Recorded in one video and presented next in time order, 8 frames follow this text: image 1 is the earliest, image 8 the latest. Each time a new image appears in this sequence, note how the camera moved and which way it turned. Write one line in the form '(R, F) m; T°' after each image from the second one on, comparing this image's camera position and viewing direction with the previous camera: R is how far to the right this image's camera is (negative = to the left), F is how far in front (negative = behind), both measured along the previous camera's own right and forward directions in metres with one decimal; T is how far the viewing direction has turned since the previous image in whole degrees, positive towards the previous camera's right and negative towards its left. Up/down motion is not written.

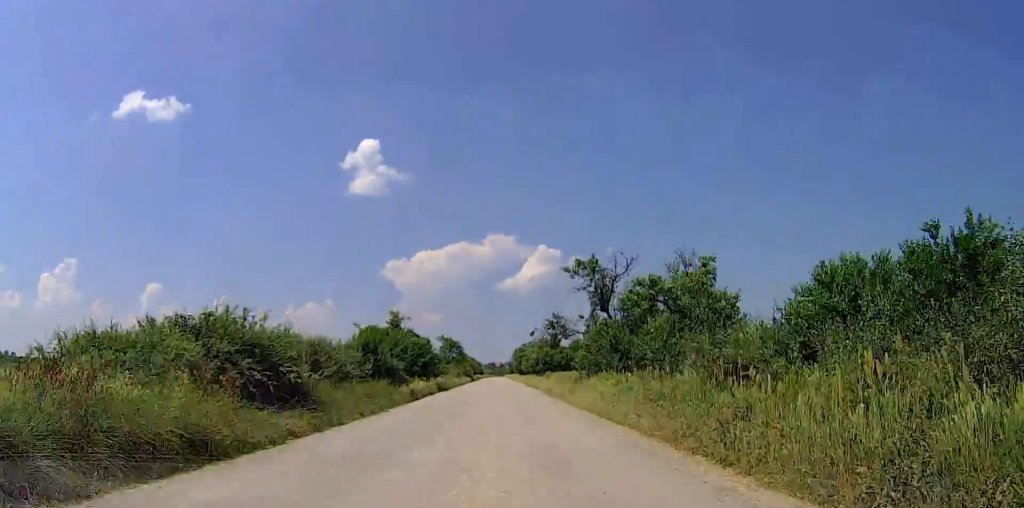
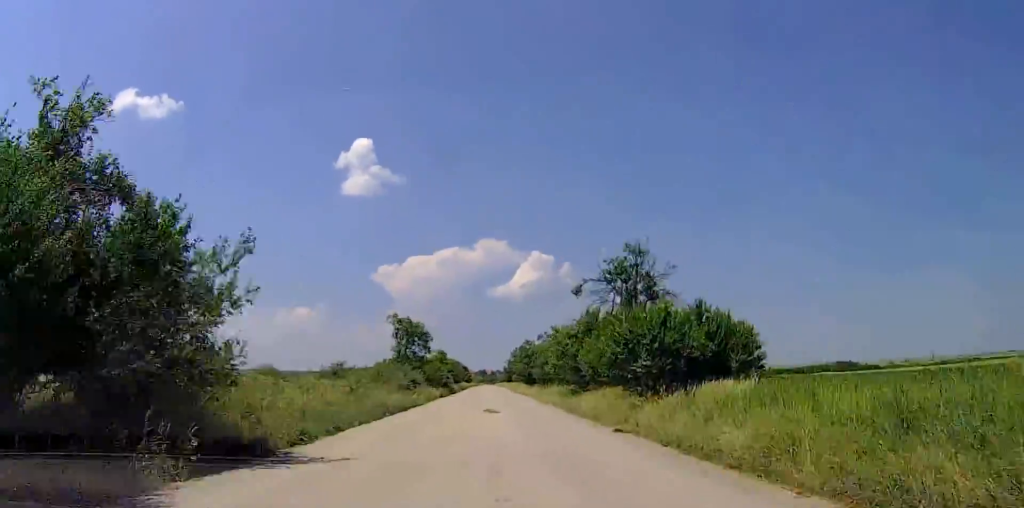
(+0.3, +52.8) m; 0°
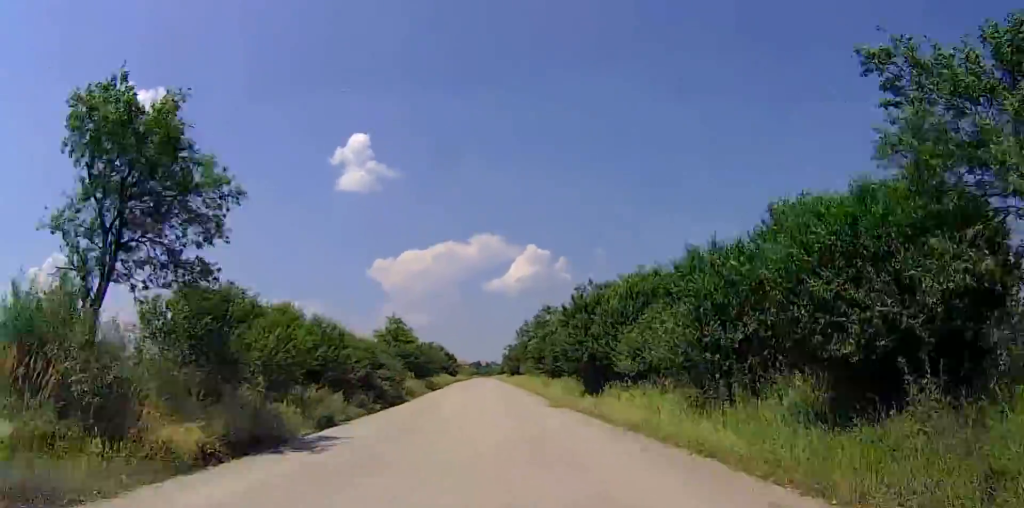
(-0.3, +63.0) m; -1°
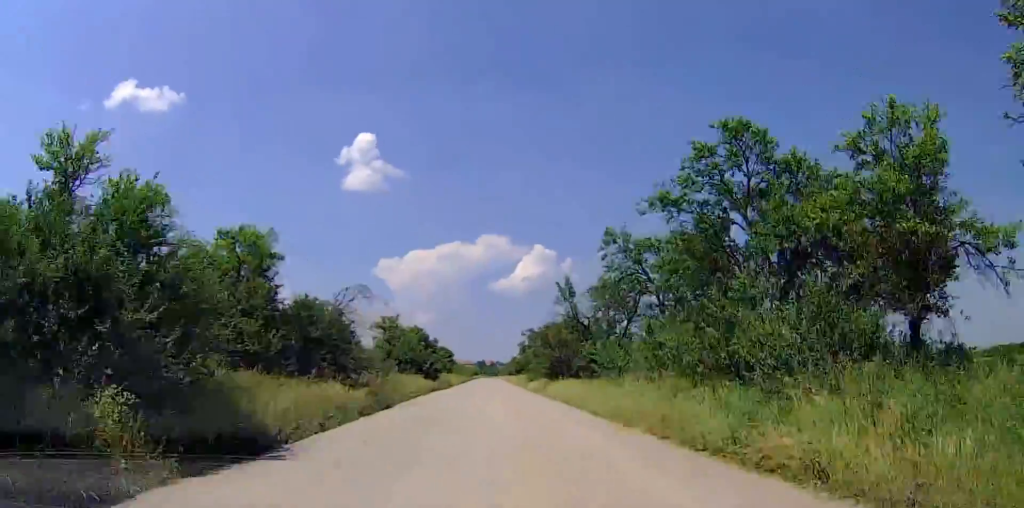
(-0.3, +37.2) m; 0°
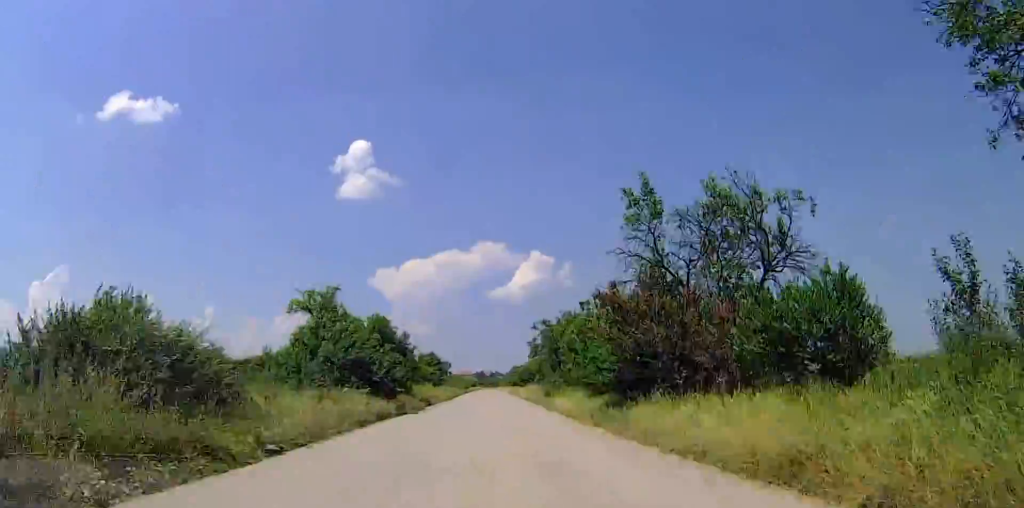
(0.0, +18.5) m; +1°
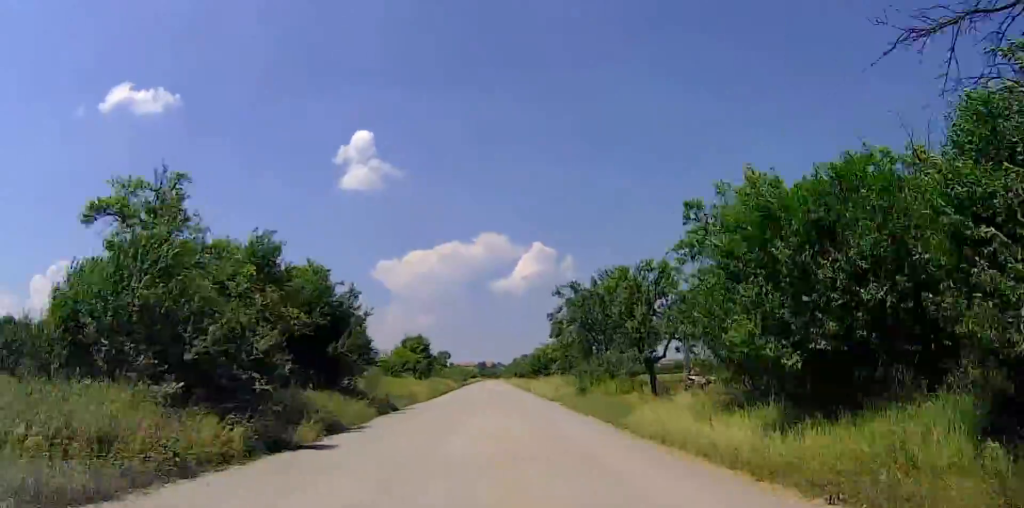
(+0.1, +16.5) m; 0°
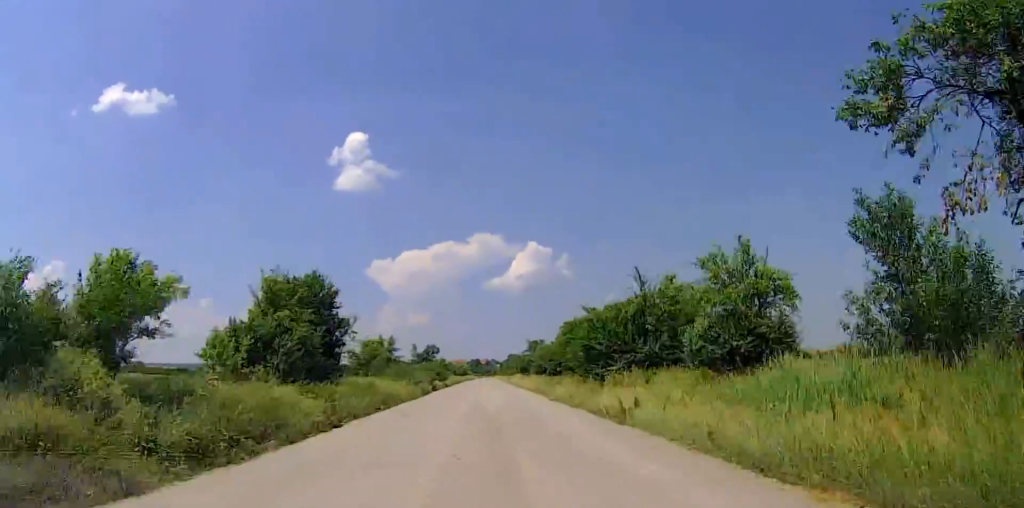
(+0.4, +37.1) m; 0°
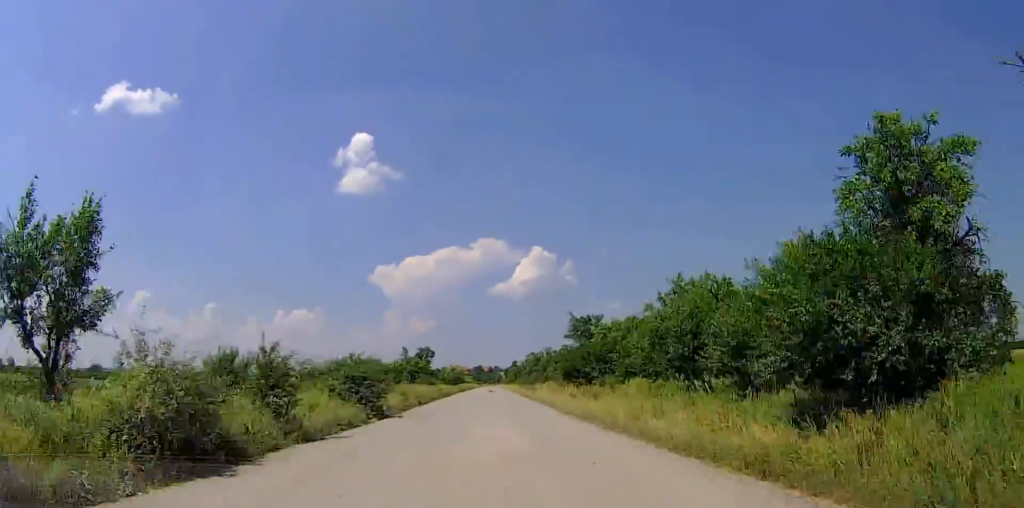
(-0.6, +40.6) m; -1°
